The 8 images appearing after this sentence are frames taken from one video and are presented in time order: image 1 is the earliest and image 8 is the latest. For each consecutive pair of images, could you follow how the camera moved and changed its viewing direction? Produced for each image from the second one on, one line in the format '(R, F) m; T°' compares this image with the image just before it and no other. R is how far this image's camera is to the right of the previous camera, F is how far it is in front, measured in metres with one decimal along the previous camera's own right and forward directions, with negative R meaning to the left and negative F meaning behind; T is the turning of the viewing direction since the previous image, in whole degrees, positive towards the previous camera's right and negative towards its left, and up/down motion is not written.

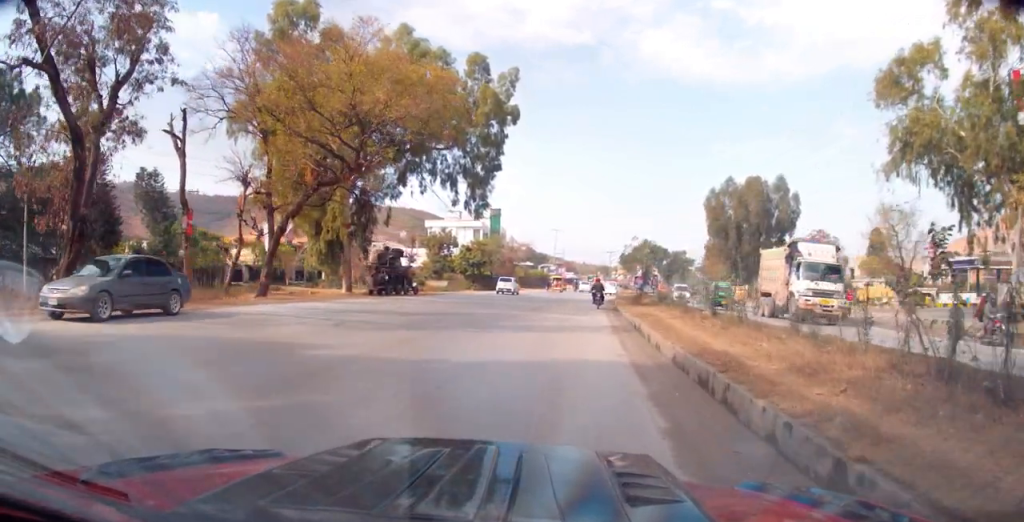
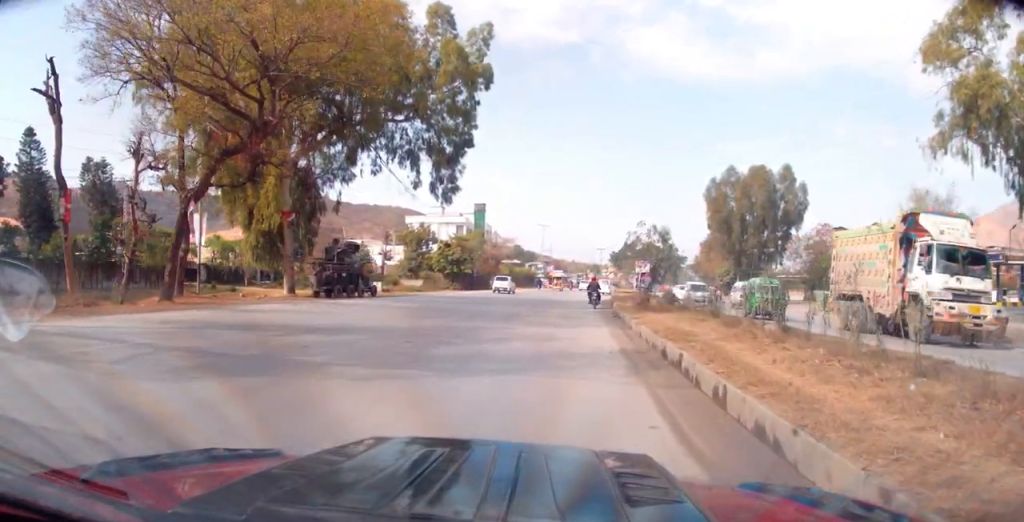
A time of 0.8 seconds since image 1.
(+0.4, +7.6) m; +1°
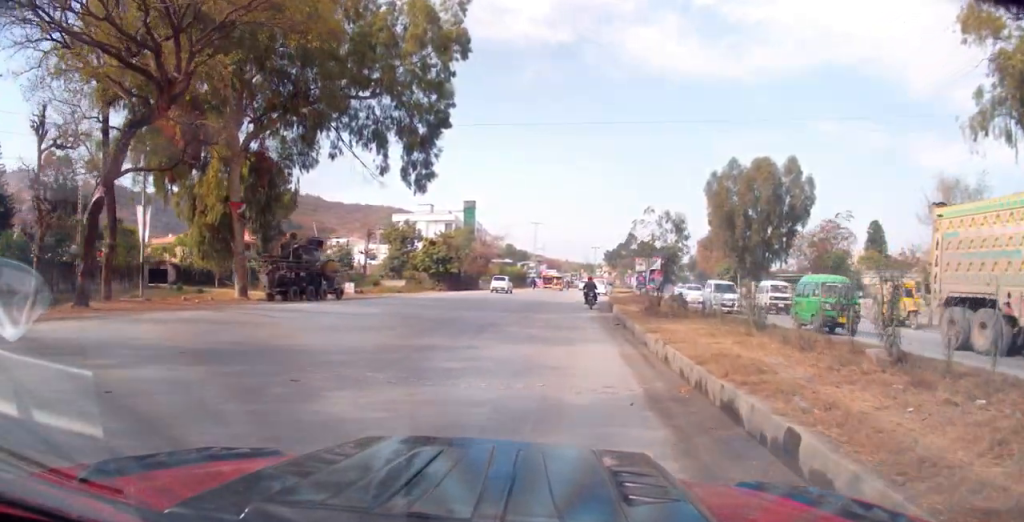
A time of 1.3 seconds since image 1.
(0.0, +4.6) m; -1°
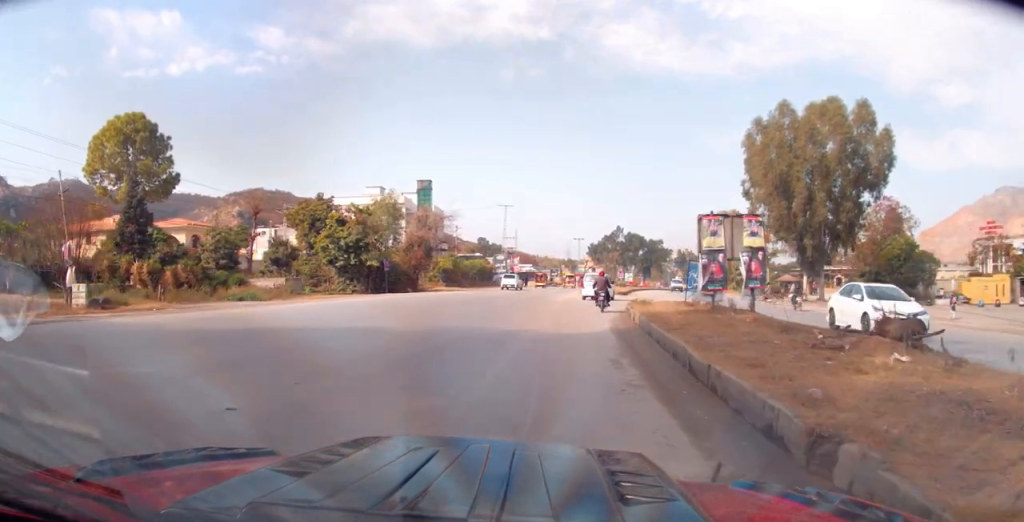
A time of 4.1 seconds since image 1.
(-0.3, +26.1) m; +5°
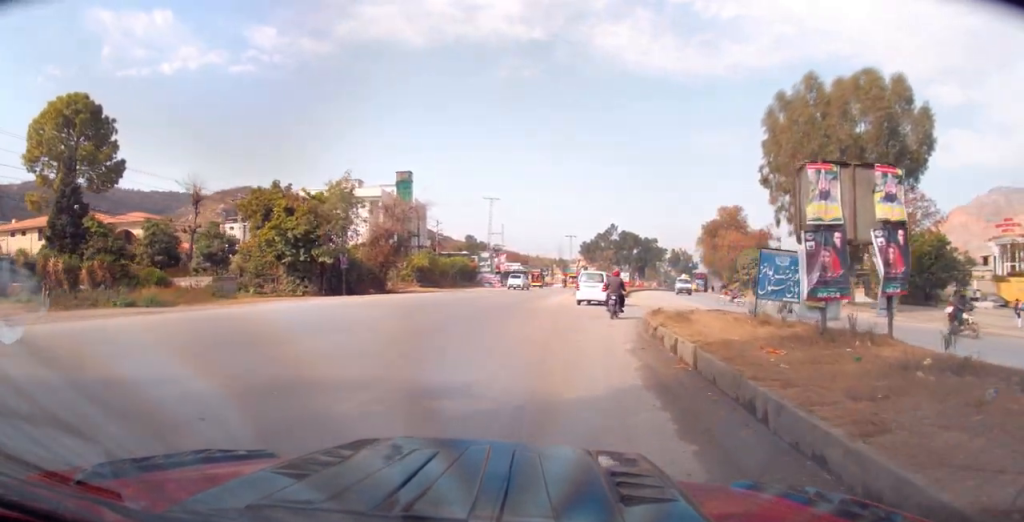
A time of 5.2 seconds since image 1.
(+0.4, +8.6) m; 0°
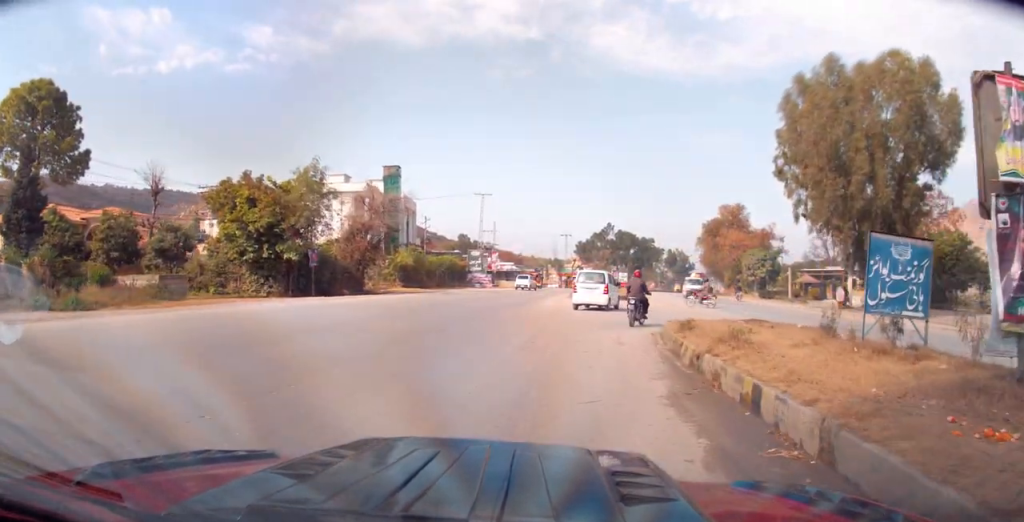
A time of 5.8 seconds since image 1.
(-0.3, +5.2) m; -1°
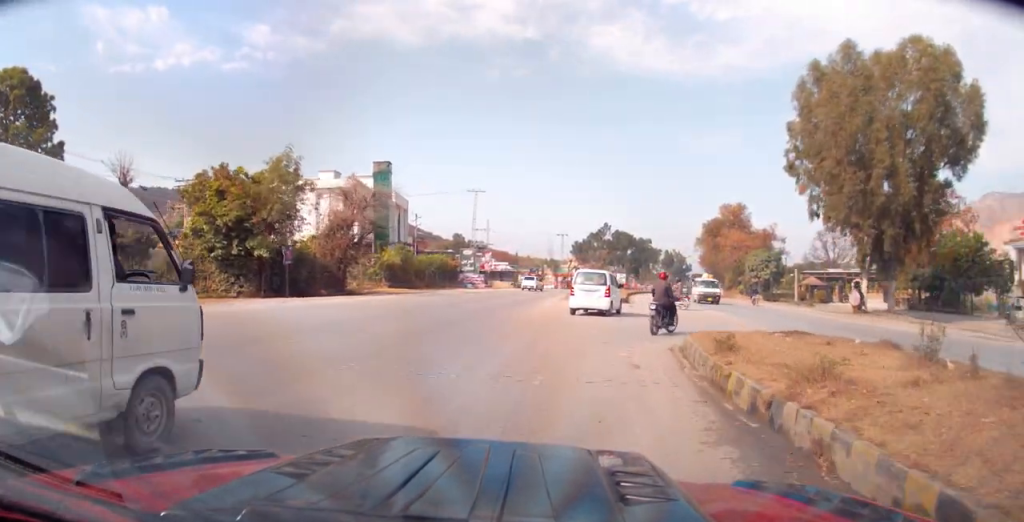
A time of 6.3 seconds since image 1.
(0.0, +3.9) m; -1°
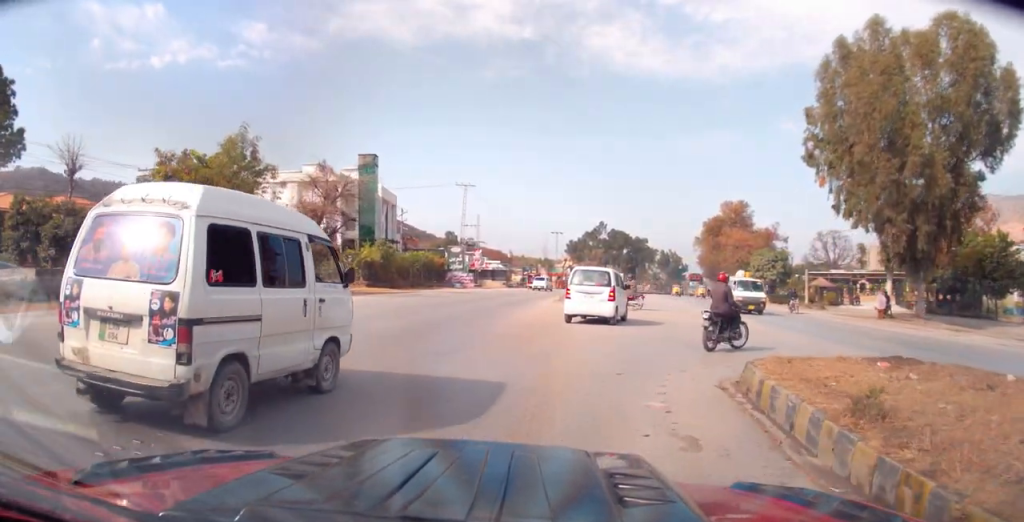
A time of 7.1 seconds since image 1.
(+0.1, +5.3) m; -1°
